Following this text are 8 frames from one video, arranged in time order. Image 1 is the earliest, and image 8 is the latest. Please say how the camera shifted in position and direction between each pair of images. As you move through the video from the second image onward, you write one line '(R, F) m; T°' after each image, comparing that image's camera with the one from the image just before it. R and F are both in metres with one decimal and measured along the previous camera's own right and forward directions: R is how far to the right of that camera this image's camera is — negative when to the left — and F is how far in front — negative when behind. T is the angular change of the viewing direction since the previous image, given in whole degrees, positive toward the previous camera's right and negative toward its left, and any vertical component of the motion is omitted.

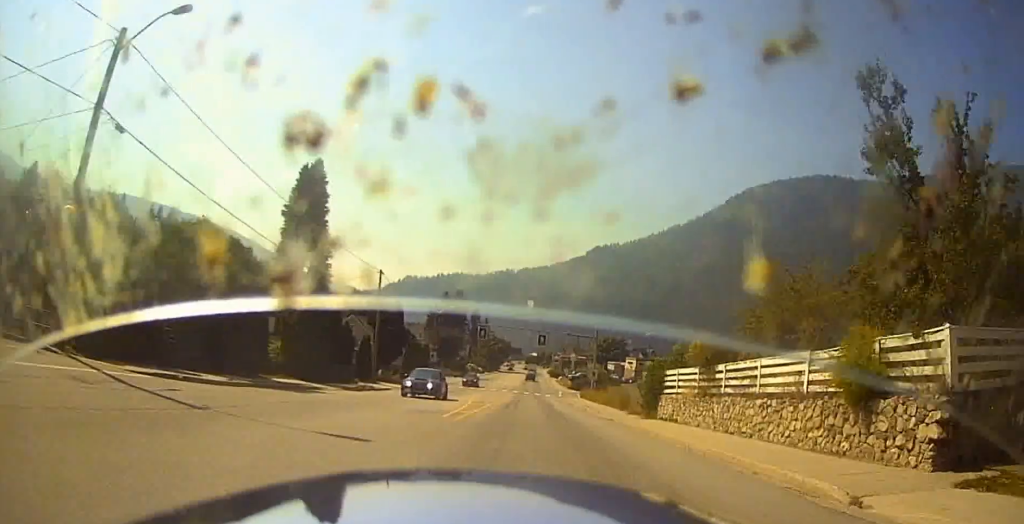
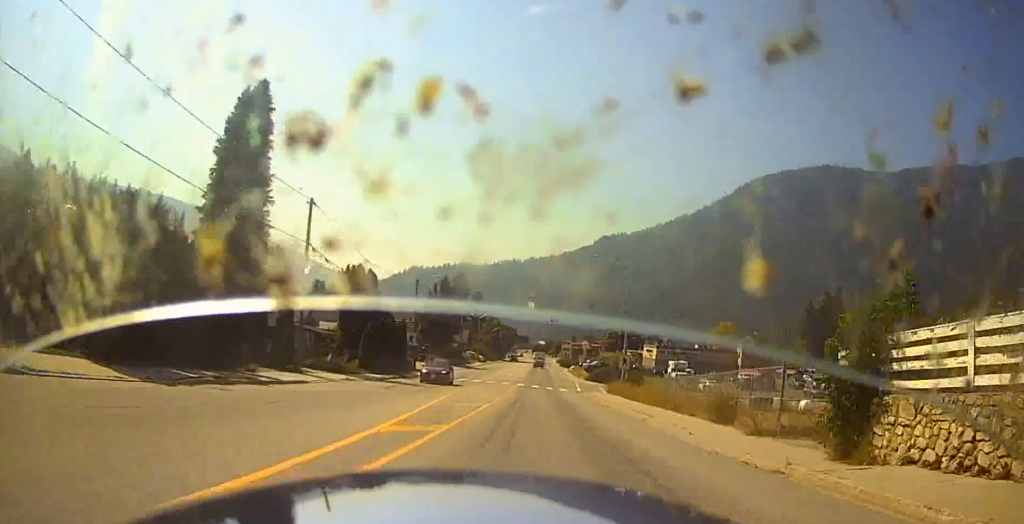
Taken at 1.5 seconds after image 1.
(-0.2, +18.2) m; -1°
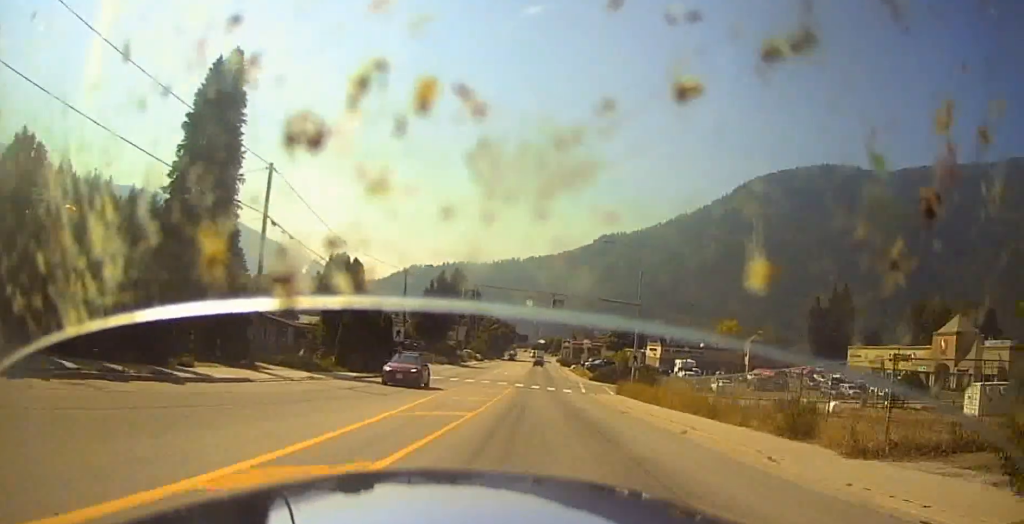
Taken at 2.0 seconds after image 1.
(-0.2, +5.8) m; +1°
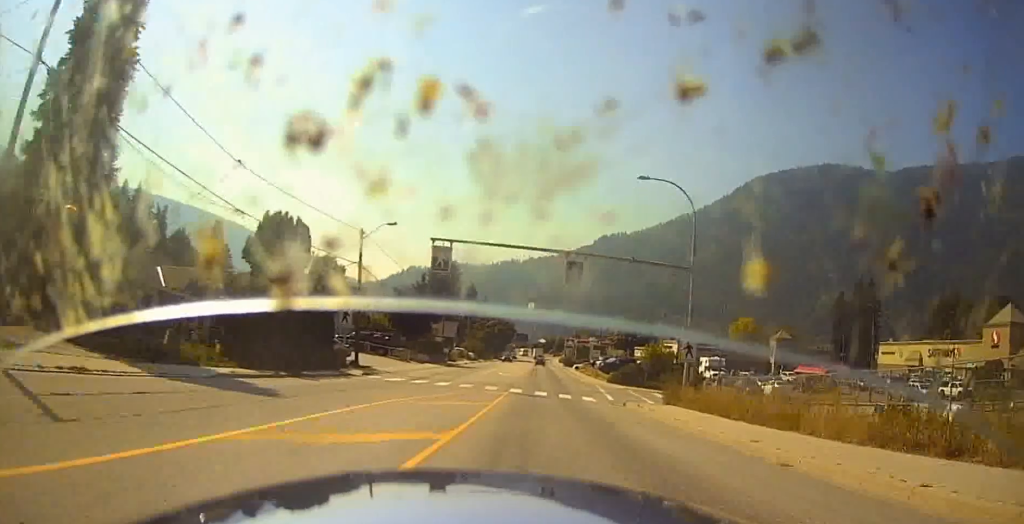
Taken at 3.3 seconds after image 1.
(+0.7, +16.3) m; +1°
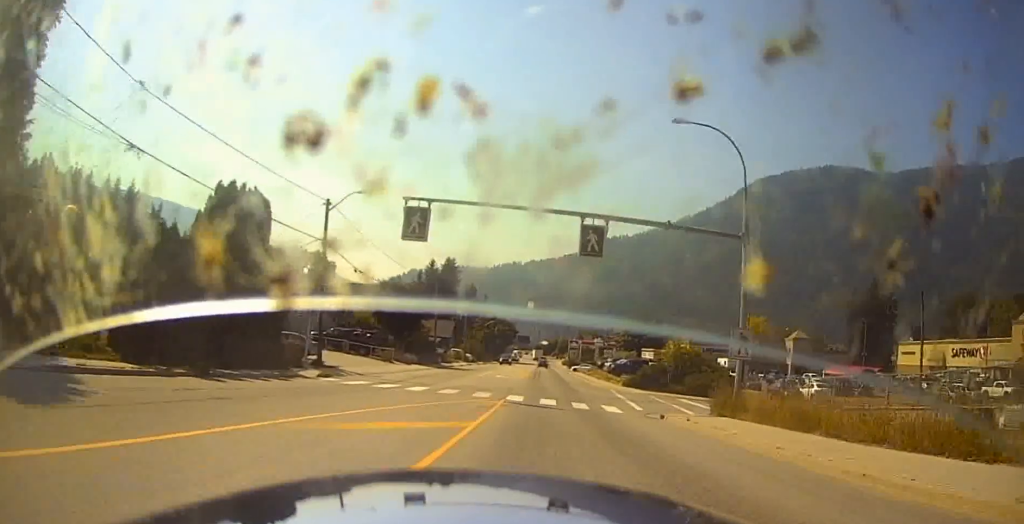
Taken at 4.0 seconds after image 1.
(-0.4, +8.2) m; -3°
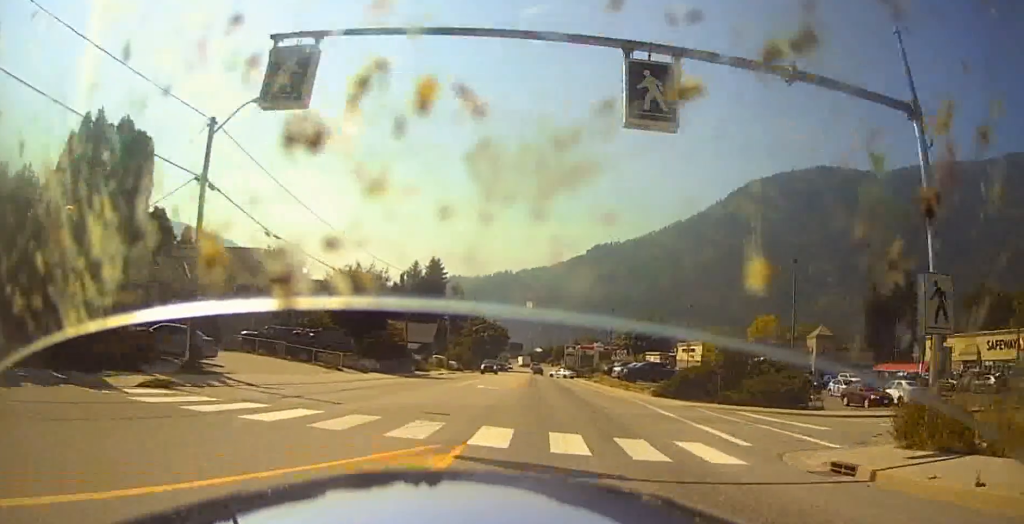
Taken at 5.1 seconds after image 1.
(-0.6, +13.6) m; -2°
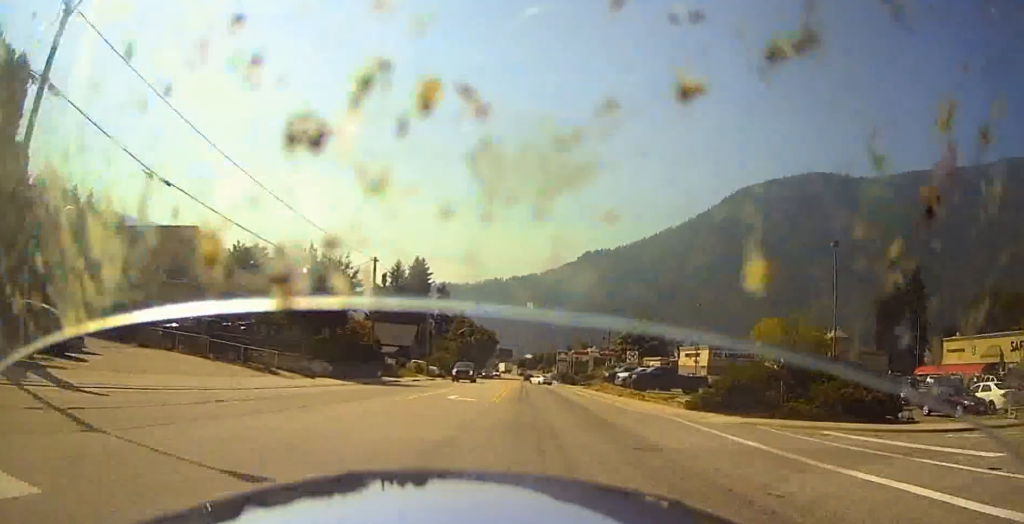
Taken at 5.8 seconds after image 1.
(+0.1, +9.5) m; +1°
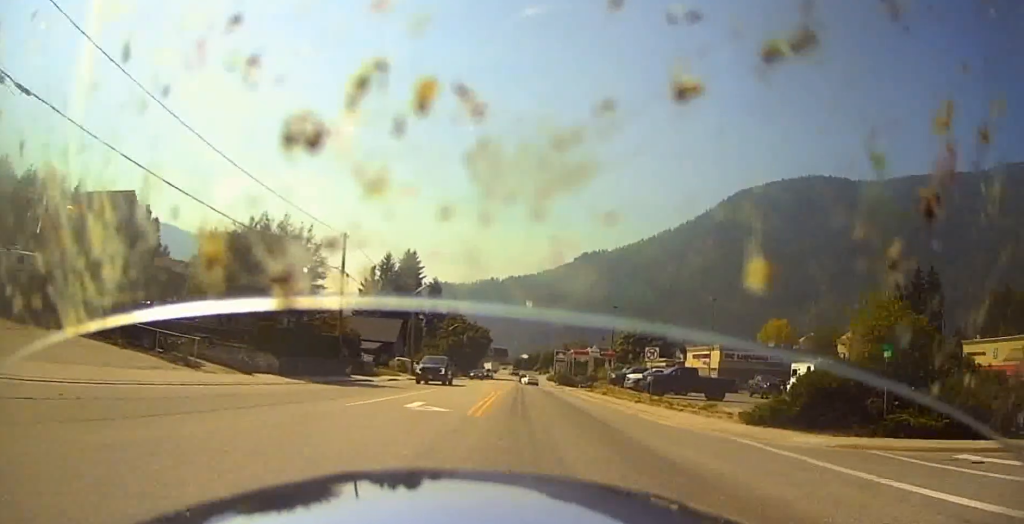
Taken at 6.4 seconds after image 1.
(+0.1, +7.4) m; +1°
